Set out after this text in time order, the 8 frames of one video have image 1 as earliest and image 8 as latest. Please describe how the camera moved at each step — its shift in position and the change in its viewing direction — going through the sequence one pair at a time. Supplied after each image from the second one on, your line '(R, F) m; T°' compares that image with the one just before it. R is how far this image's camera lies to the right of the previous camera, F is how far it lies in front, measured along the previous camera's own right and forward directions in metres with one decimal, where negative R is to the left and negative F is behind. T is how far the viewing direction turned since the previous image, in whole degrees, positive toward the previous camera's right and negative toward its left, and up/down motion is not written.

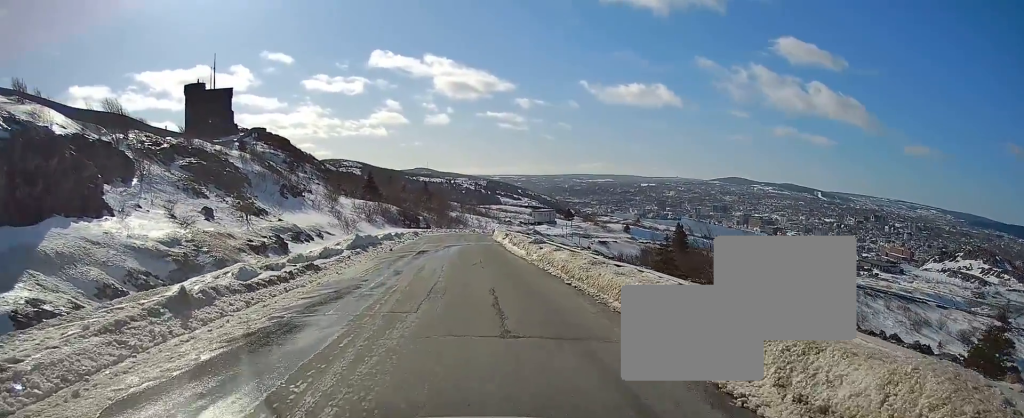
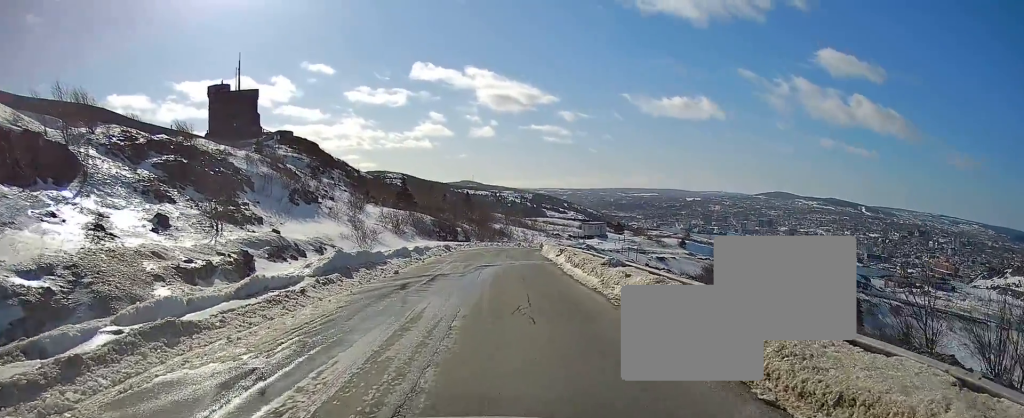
(-0.6, +11.6) m; -2°
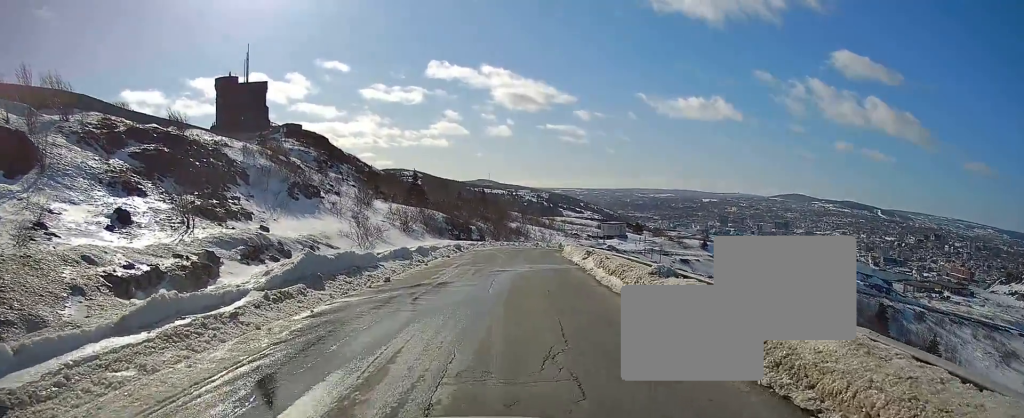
(+0.2, +5.2) m; -1°
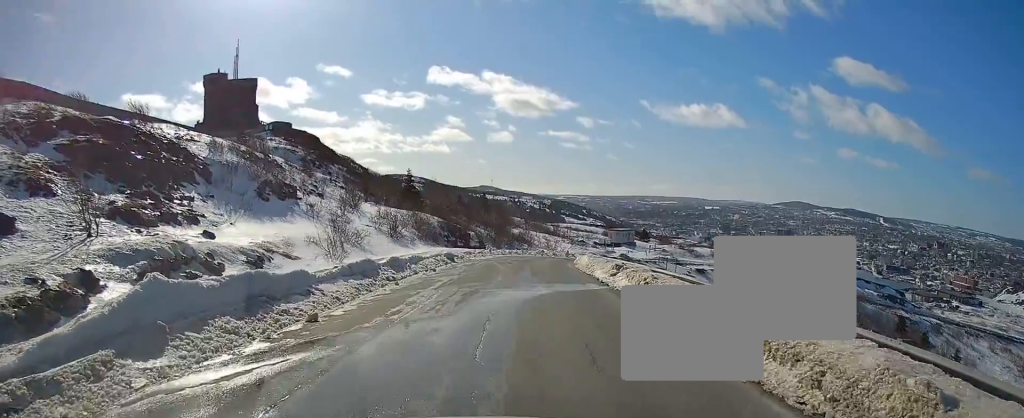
(-0.3, +7.9) m; -2°
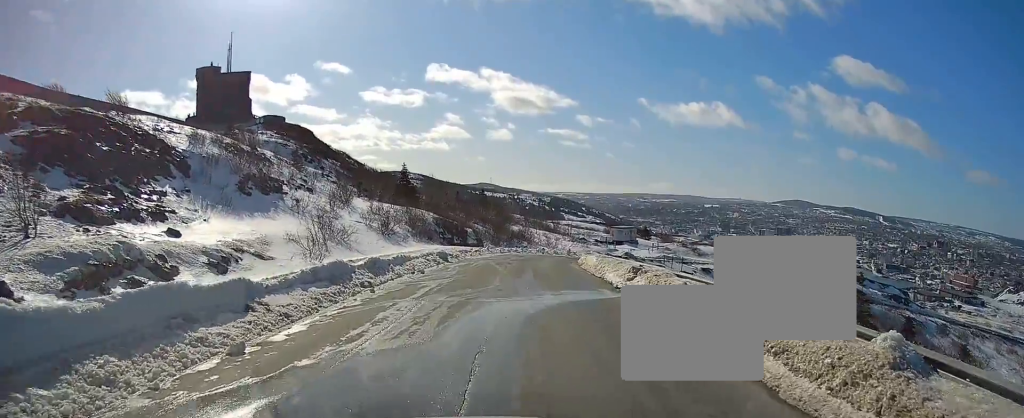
(-0.1, +3.5) m; 0°
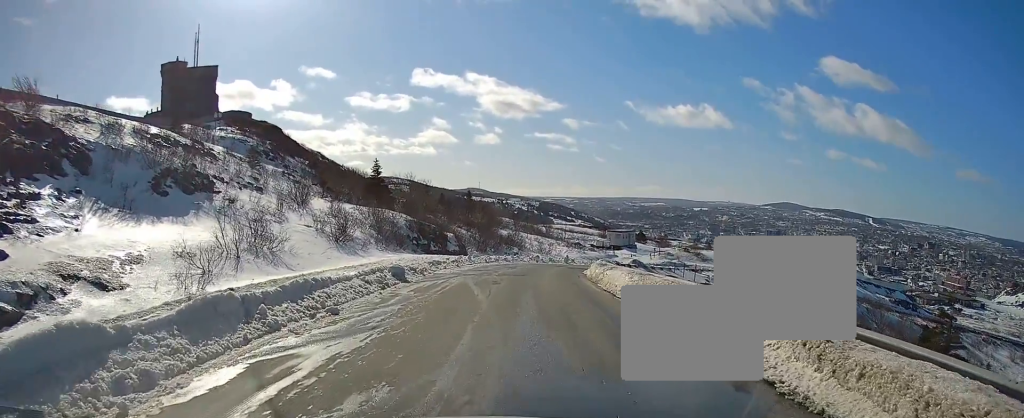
(+0.3, +10.7) m; +4°
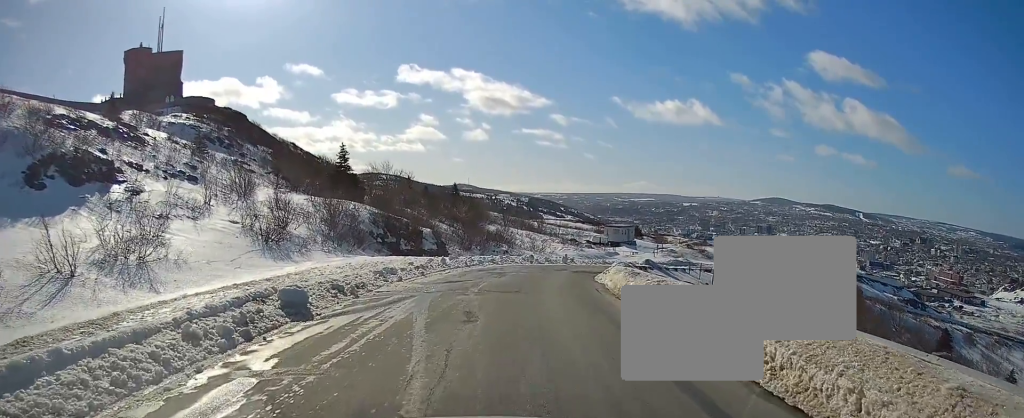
(+0.3, +10.2) m; +1°
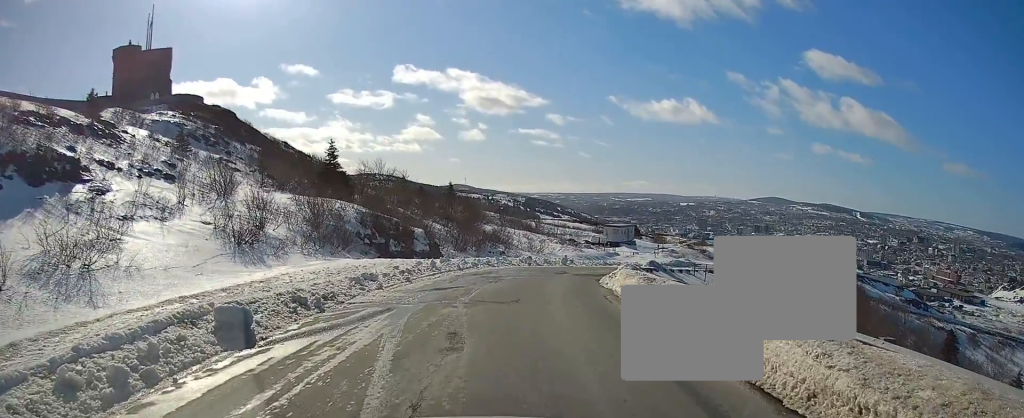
(-0.1, +2.8) m; 0°
